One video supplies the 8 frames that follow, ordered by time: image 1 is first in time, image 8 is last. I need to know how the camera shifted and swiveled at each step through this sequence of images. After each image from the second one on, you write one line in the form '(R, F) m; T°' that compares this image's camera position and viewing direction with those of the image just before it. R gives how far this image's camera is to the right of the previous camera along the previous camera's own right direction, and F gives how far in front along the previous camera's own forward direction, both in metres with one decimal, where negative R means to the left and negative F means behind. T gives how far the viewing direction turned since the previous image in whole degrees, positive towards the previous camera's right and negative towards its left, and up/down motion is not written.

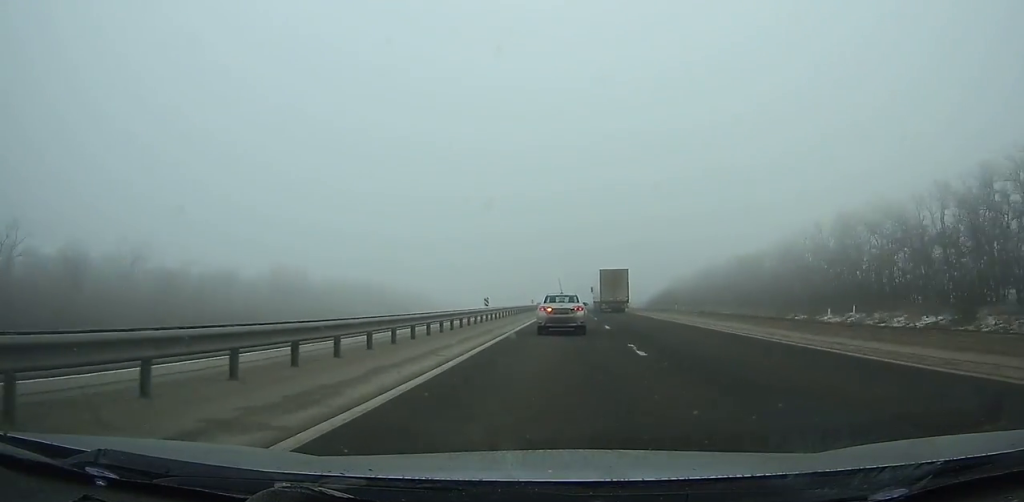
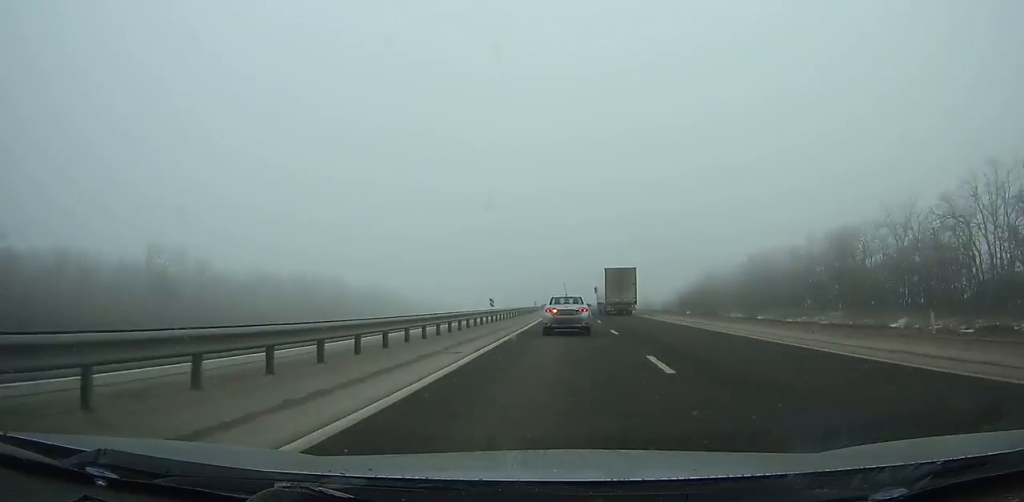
(0.0, +39.6) m; 0°
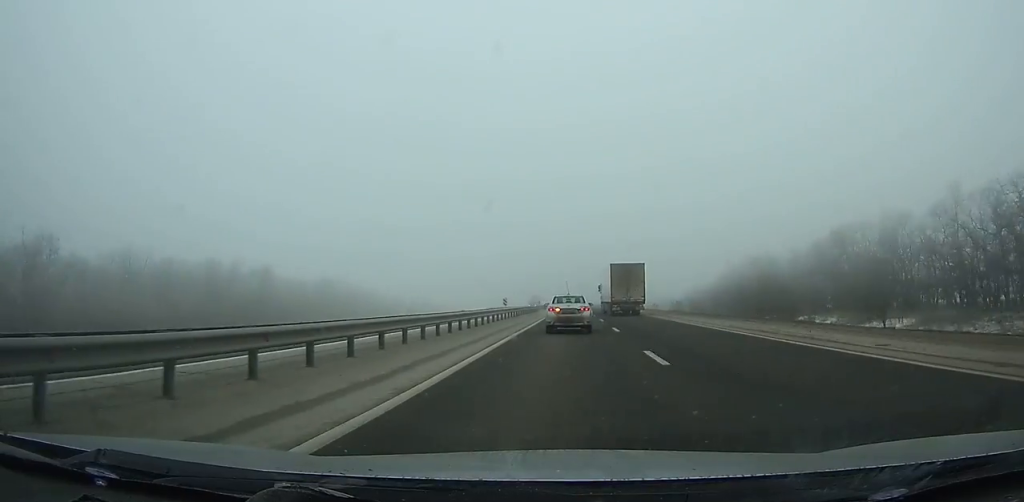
(-0.1, +34.5) m; 0°
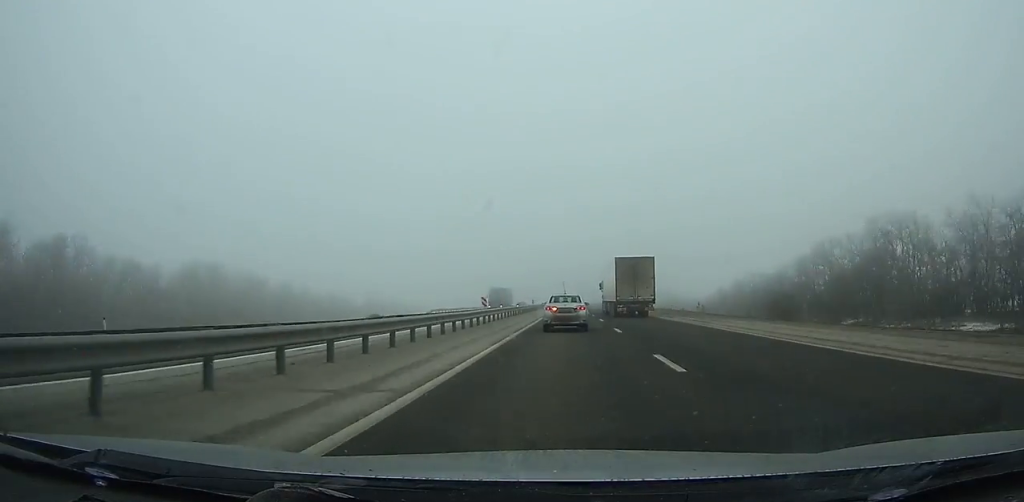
(0.0, +50.6) m; 0°
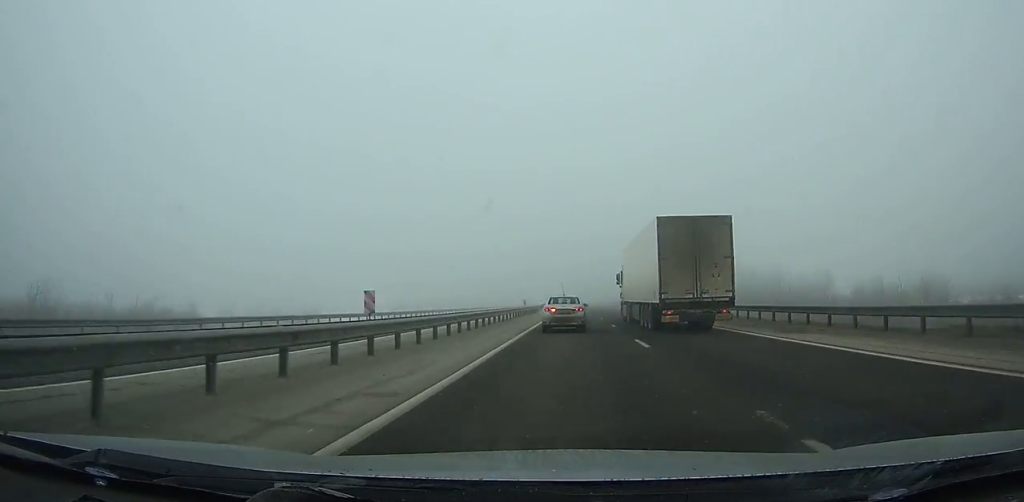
(-0.2, +138.6) m; 0°
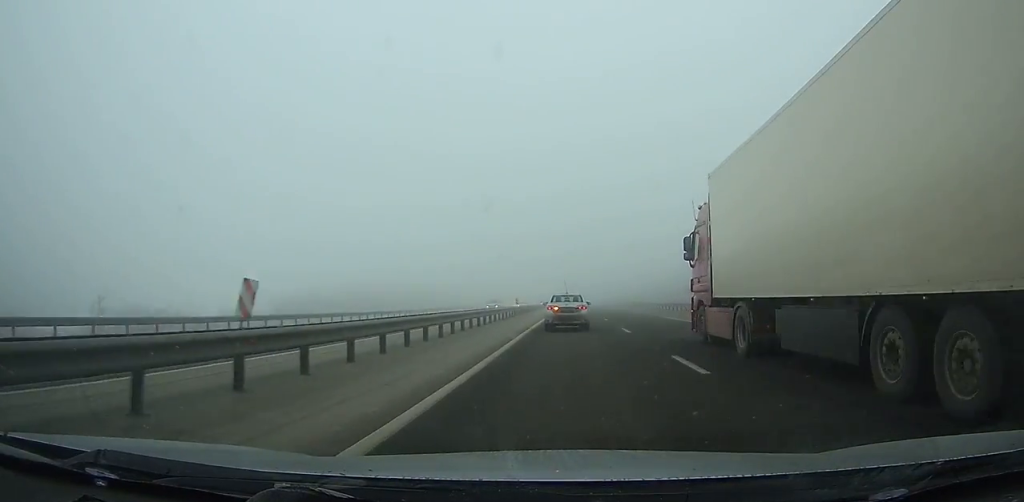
(+0.4, +125.9) m; 0°
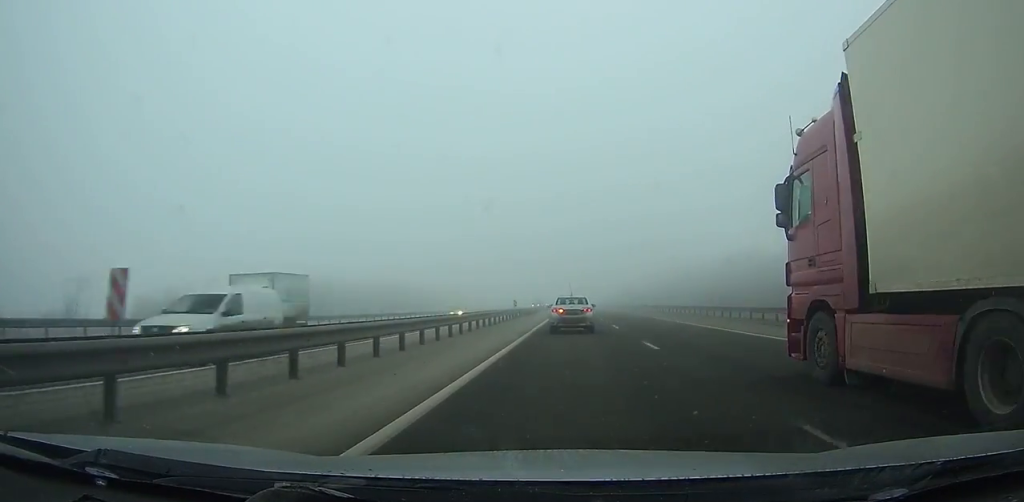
(0.0, +42.5) m; 0°
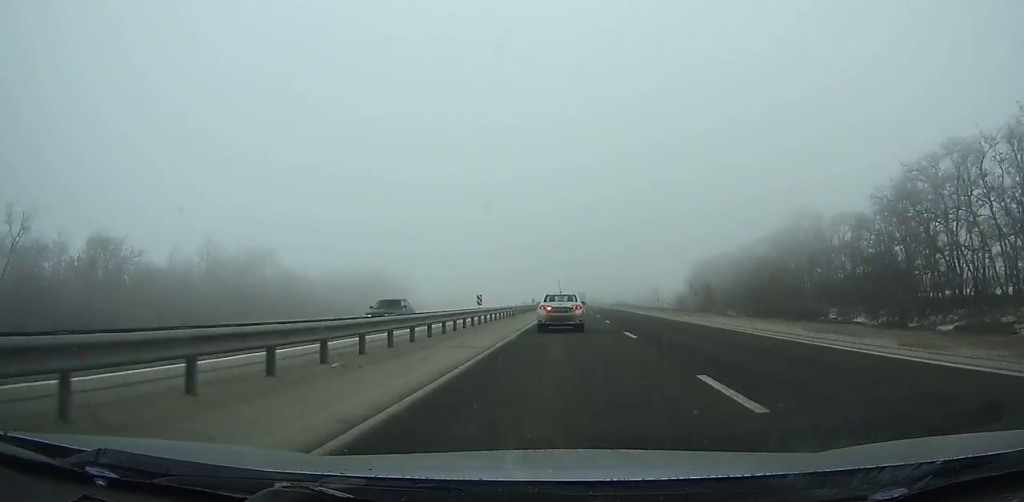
(0.0, +175.0) m; 0°
